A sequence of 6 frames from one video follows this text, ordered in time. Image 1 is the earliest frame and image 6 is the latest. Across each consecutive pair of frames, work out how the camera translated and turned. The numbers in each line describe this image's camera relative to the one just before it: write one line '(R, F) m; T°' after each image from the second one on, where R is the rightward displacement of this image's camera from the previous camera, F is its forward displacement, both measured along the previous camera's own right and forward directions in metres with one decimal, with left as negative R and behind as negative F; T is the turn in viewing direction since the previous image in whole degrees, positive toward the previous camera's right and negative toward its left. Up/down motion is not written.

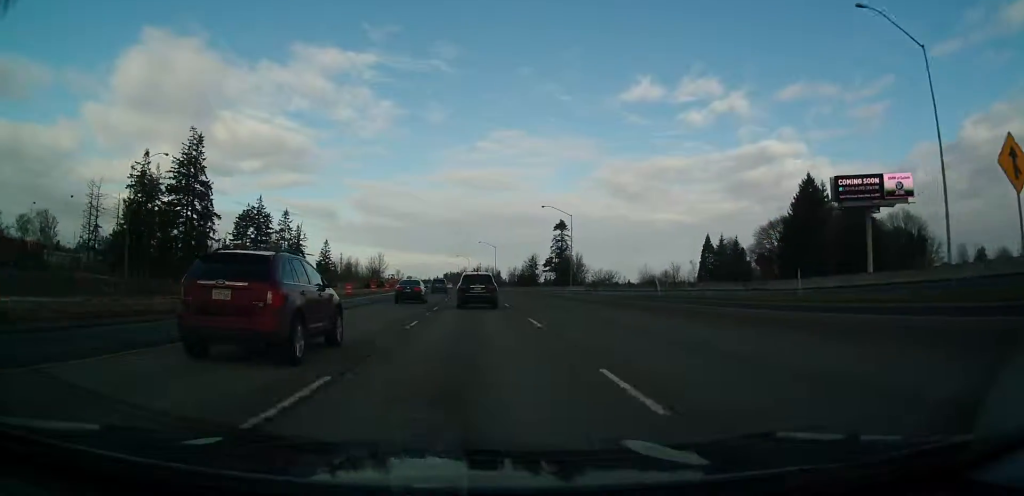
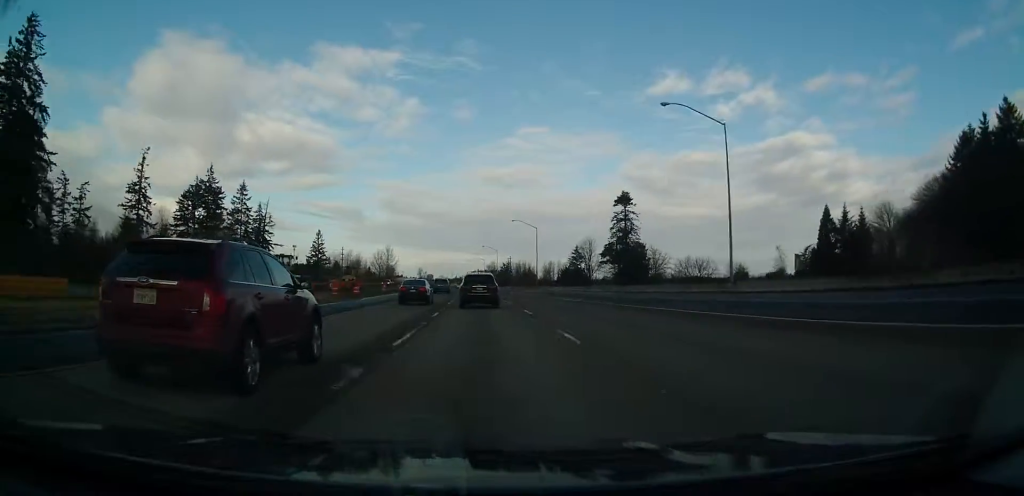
(-2.3, +68.1) m; -3°
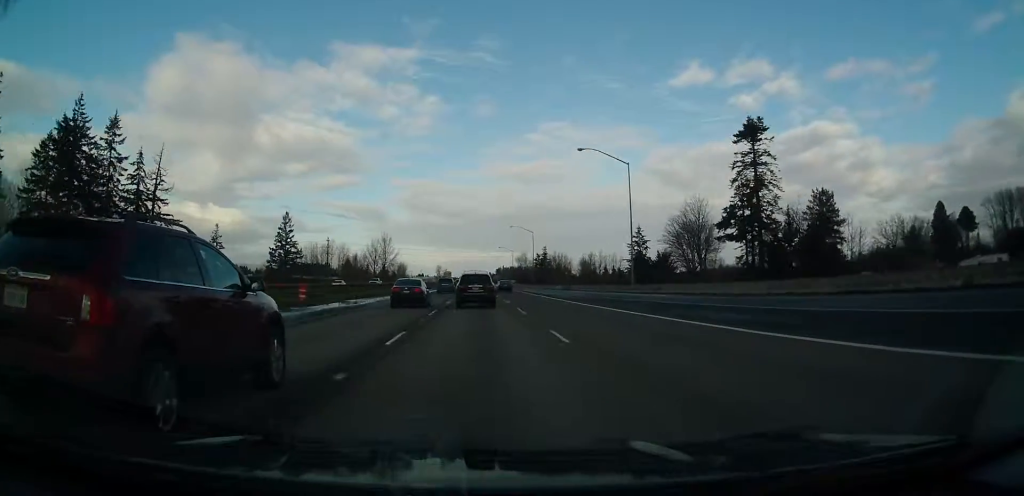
(-1.9, +74.6) m; -3°
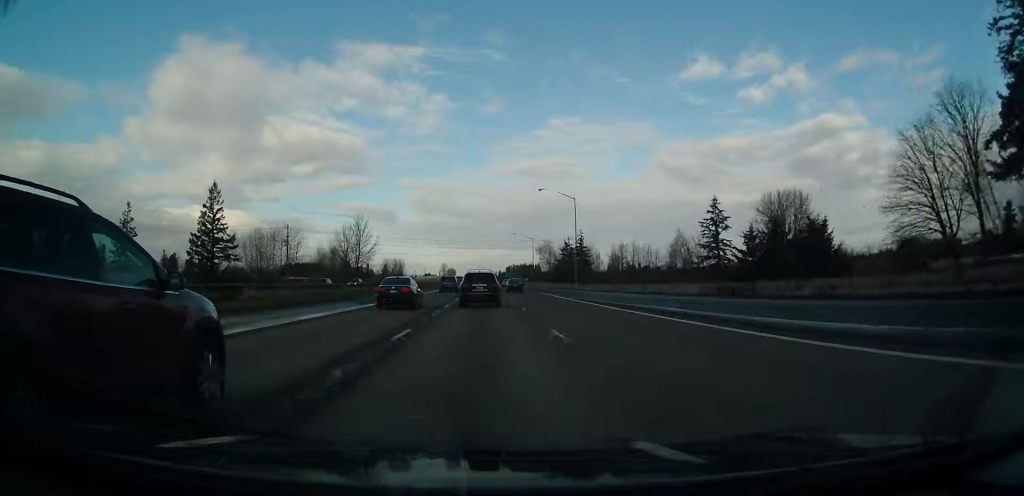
(-1.1, +61.5) m; -2°
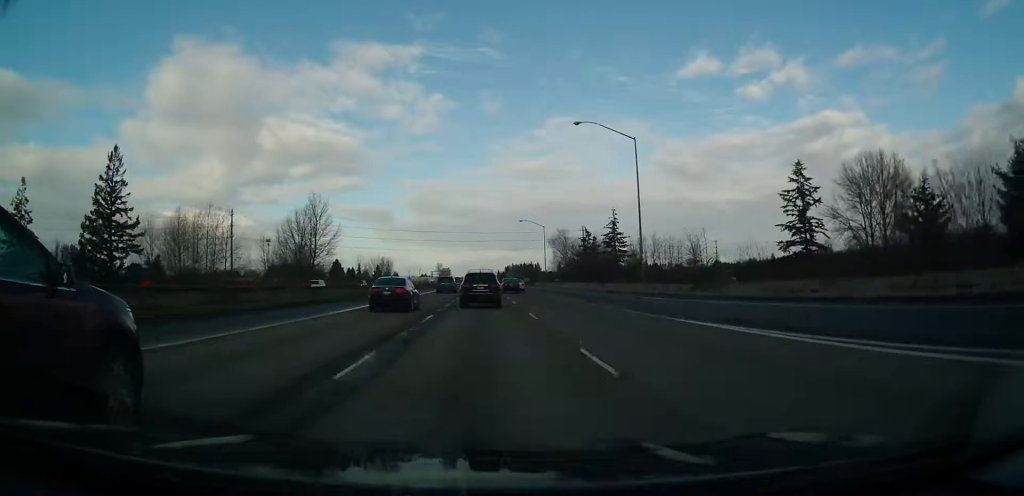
(+0.1, +41.6) m; 0°
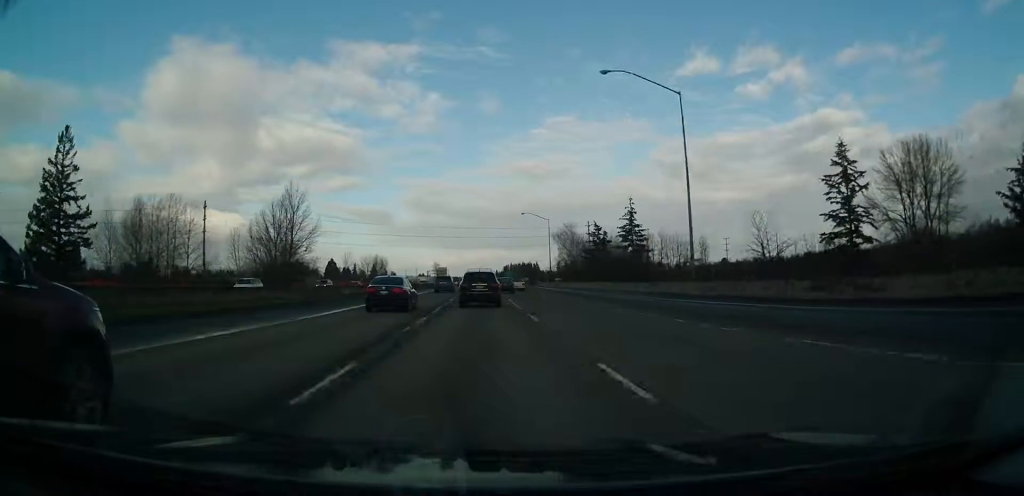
(0.0, +14.4) m; 0°
